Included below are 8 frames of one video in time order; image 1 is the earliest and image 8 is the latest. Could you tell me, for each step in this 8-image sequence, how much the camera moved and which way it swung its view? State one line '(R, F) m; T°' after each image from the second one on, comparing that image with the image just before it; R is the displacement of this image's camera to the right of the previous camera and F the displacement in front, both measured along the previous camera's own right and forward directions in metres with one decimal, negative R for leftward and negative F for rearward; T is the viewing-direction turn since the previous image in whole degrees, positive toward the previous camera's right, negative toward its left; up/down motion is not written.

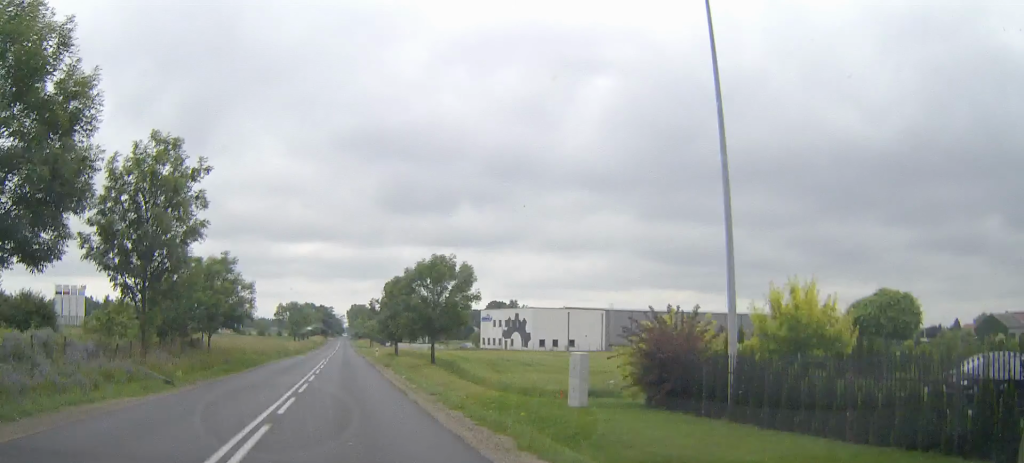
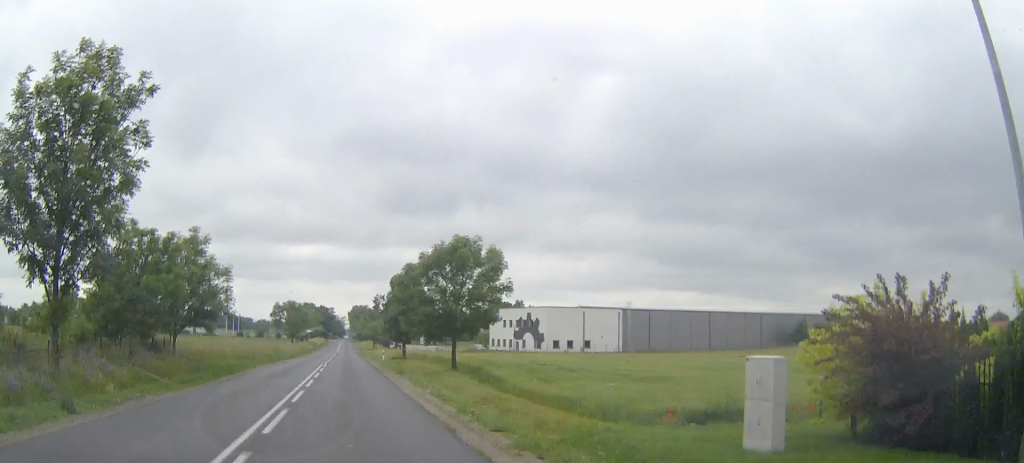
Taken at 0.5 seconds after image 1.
(0.0, +8.7) m; 0°
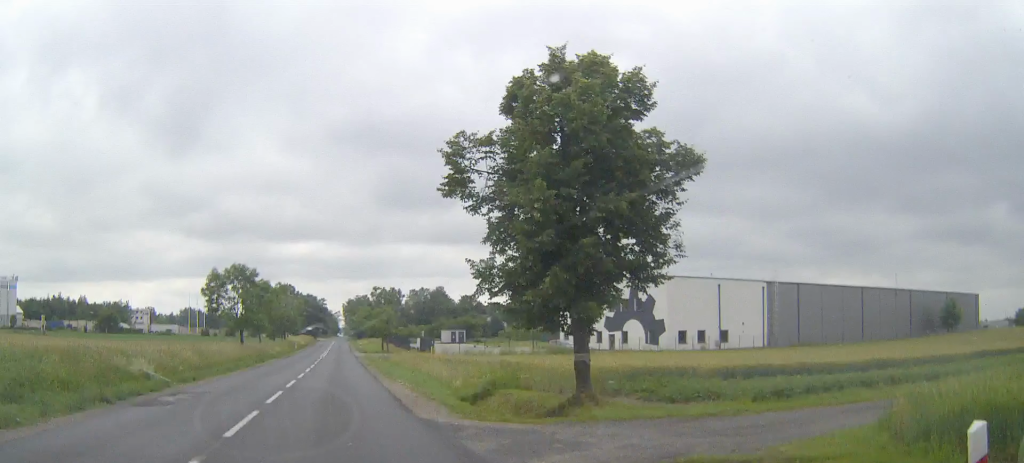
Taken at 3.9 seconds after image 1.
(+0.5, +56.2) m; +1°
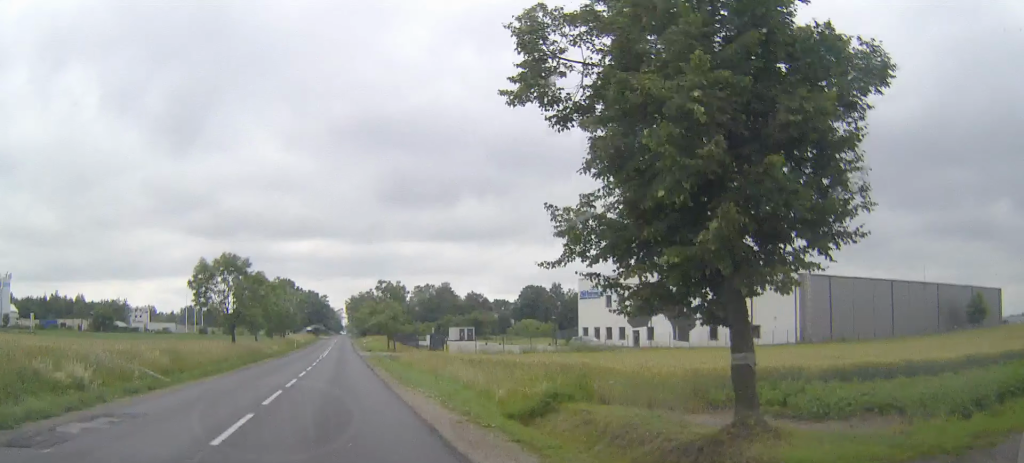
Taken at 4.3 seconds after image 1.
(0.0, +7.3) m; 0°
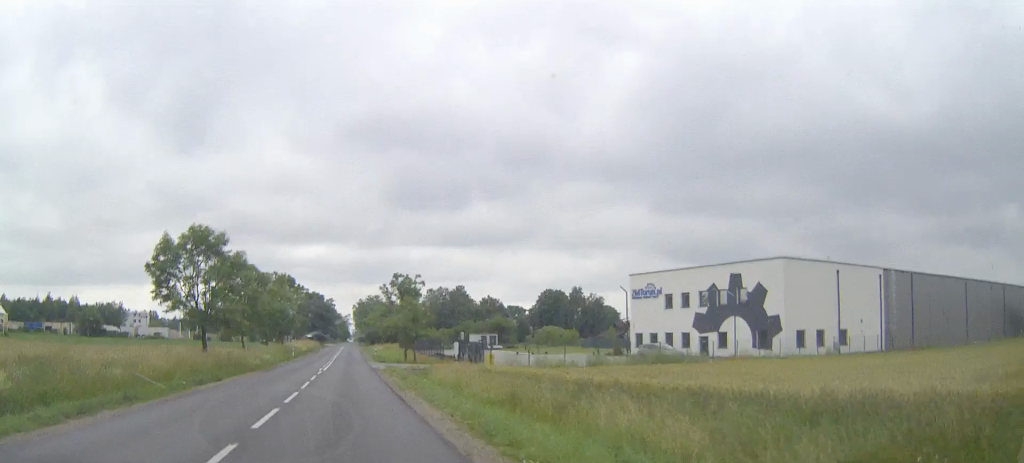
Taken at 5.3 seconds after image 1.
(-0.1, +15.7) m; 0°
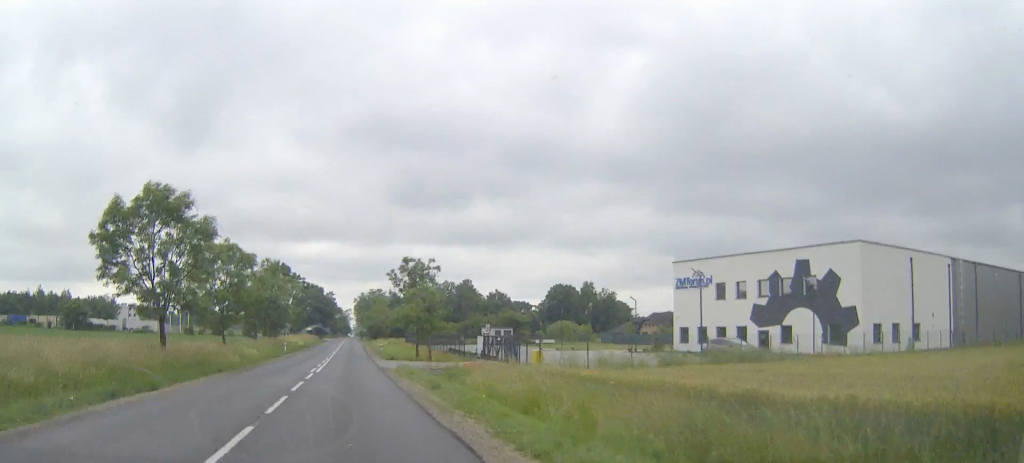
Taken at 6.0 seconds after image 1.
(0.0, +11.0) m; 0°
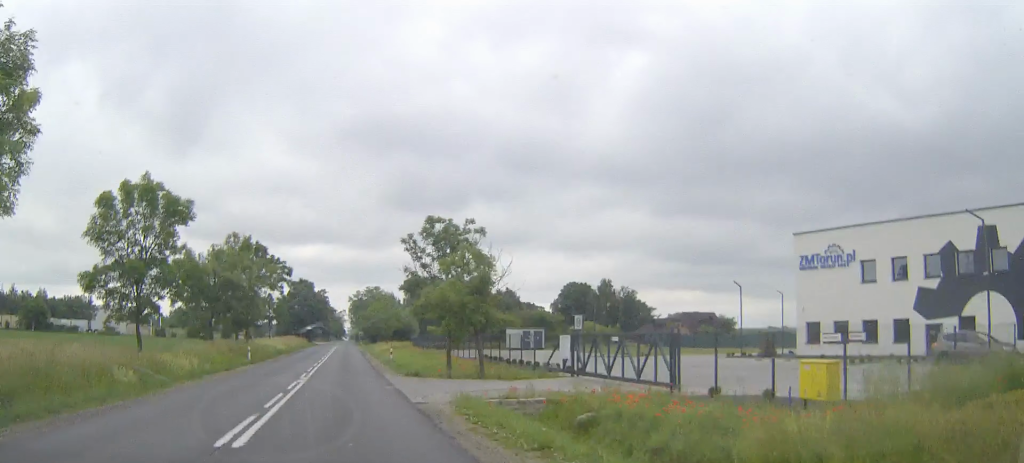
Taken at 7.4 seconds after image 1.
(0.0, +22.4) m; 0°
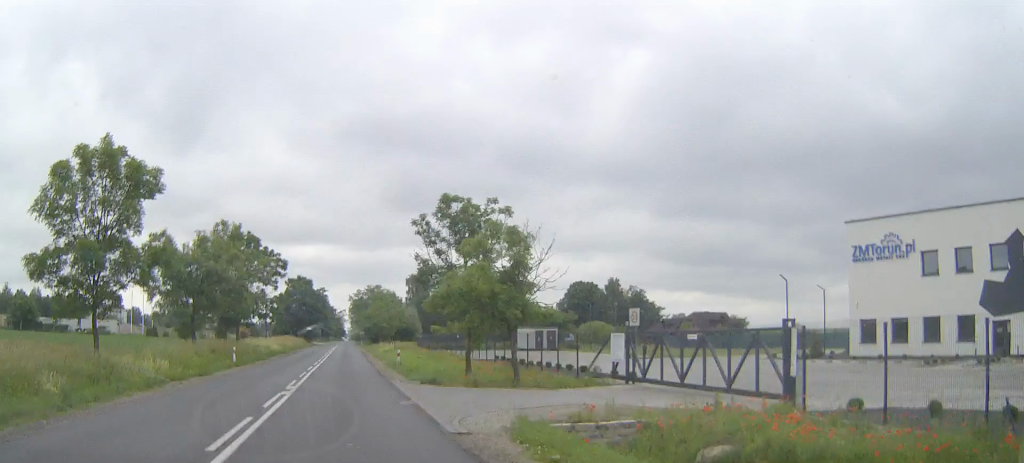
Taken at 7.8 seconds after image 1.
(0.0, +6.3) m; 0°
